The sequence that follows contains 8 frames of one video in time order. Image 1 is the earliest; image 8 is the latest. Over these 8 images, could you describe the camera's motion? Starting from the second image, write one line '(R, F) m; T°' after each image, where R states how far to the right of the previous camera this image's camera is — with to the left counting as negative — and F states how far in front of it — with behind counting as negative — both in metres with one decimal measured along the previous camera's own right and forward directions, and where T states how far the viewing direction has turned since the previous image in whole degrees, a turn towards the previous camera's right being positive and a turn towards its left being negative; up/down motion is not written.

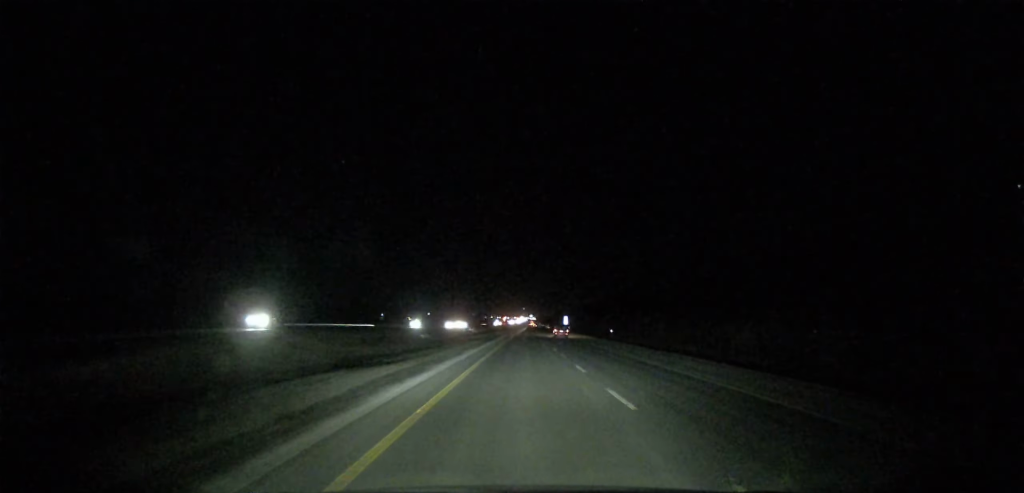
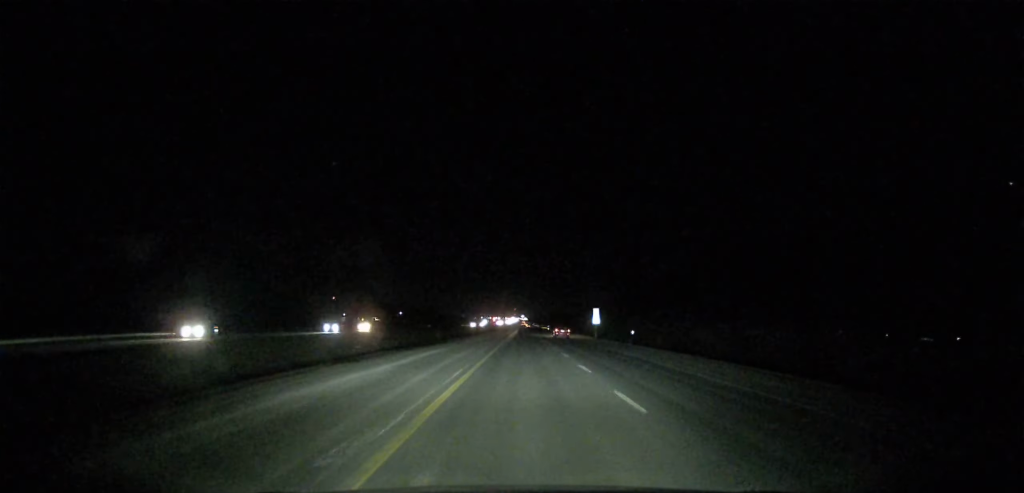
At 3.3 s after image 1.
(+1.2, +109.6) m; +1°
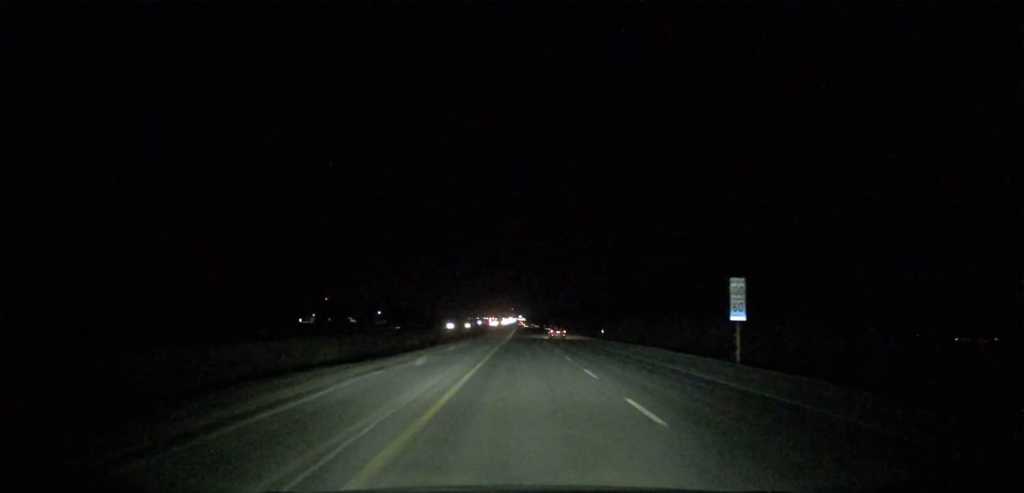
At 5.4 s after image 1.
(+0.4, +74.3) m; 0°
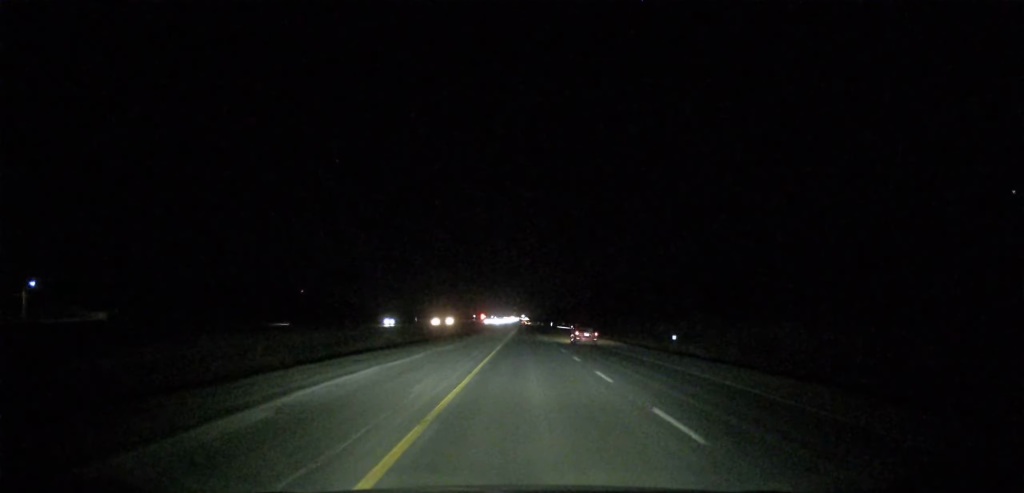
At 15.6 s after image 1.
(+0.1, +353.8) m; 0°
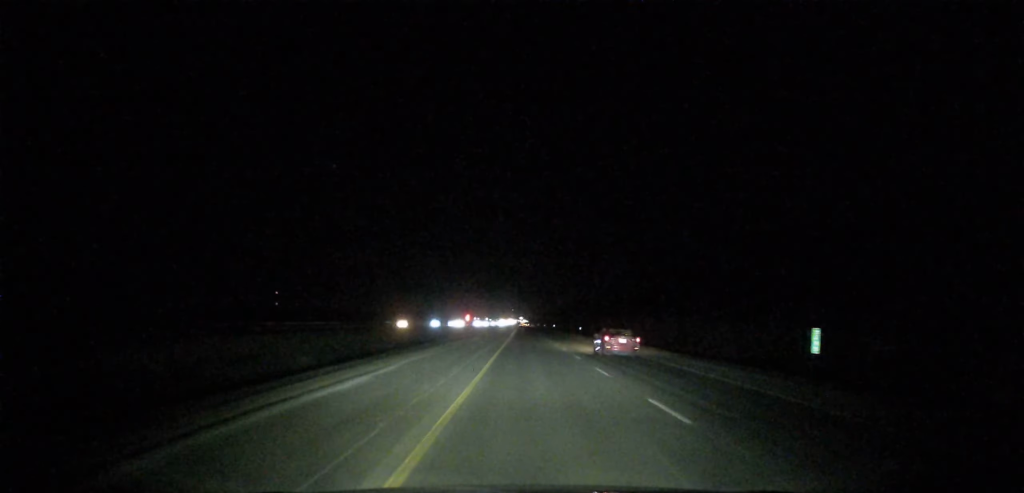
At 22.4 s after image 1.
(+0.5, +241.9) m; 0°
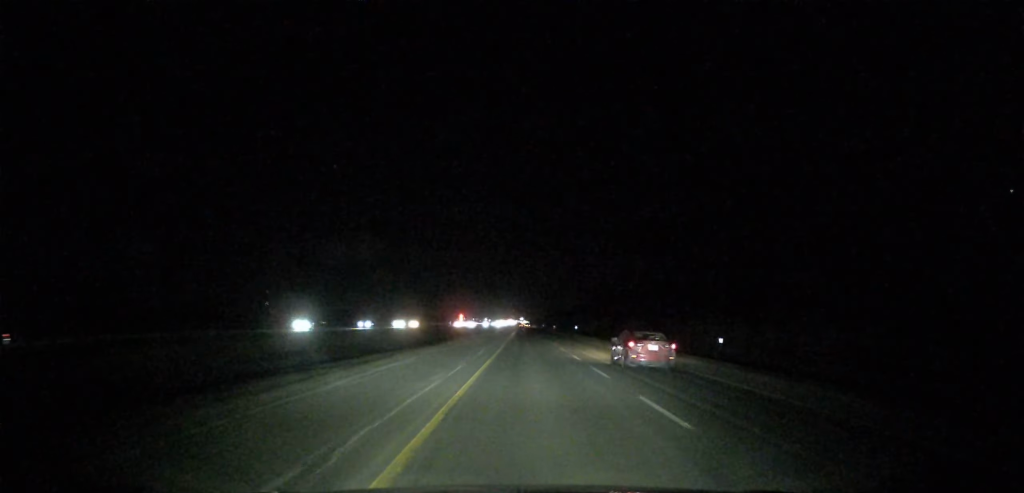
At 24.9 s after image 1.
(0.0, +88.5) m; 0°
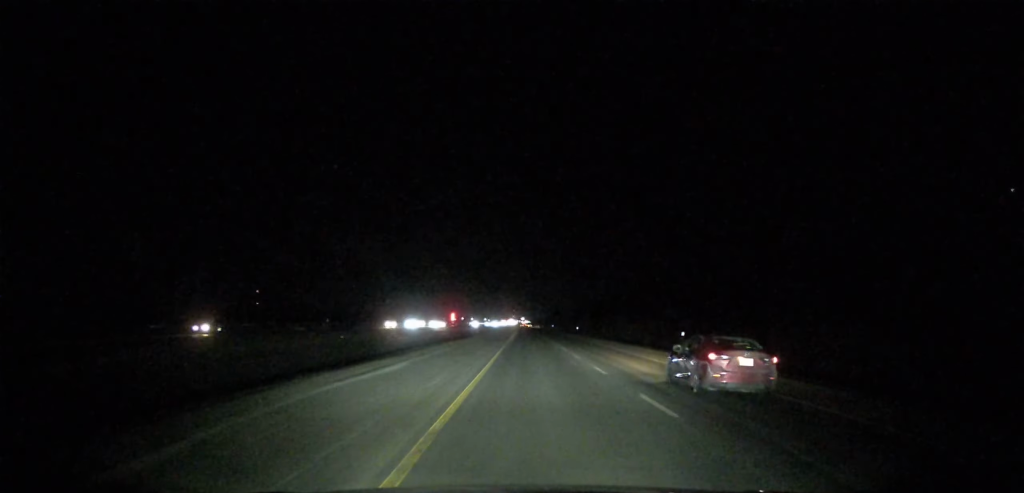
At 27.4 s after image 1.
(-0.1, +88.1) m; 0°
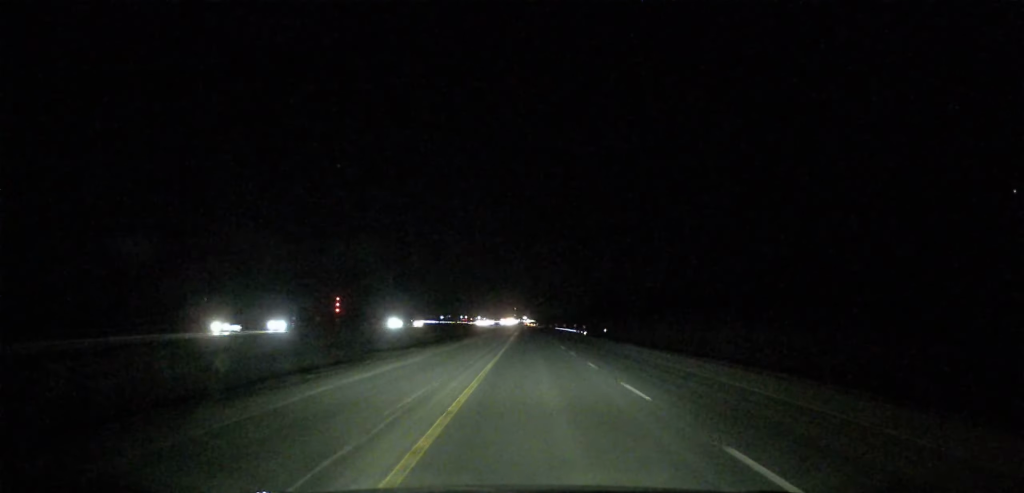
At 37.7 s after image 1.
(-0.1, +362.0) m; 0°
